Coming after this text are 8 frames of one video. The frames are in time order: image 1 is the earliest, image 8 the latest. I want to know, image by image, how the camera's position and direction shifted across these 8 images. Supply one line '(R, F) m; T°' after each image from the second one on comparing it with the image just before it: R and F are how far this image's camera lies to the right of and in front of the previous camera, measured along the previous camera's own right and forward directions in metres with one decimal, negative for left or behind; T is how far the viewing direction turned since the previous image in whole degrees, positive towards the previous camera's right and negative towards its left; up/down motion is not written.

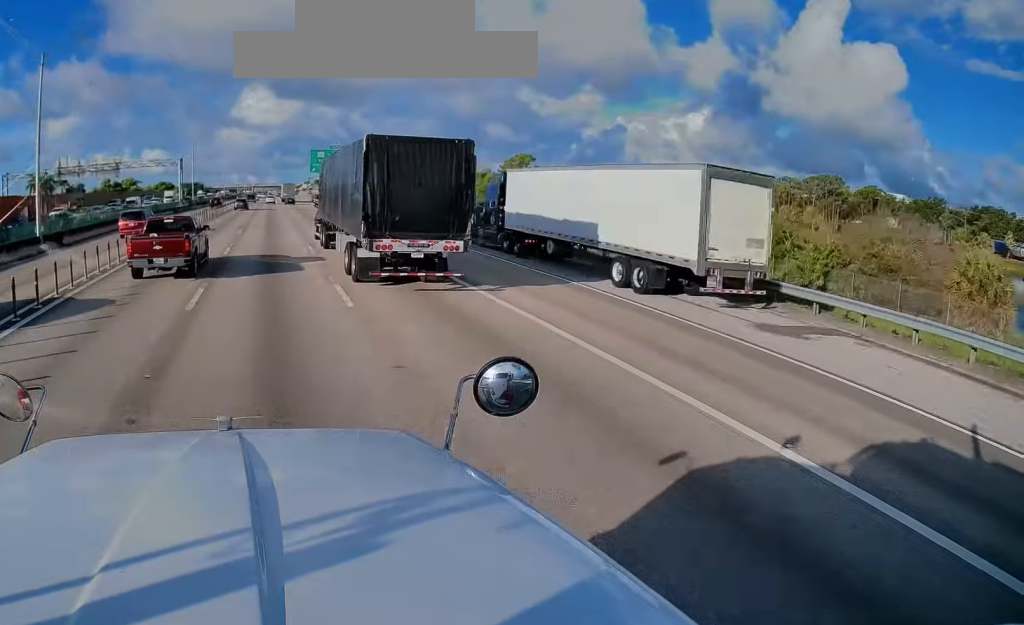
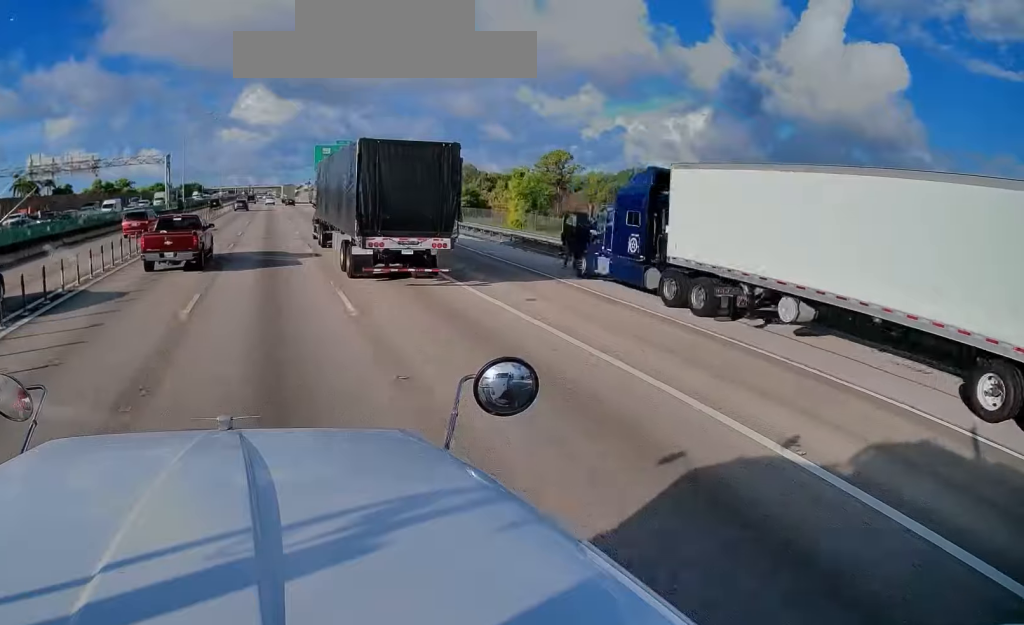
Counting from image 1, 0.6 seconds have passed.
(+0.1, +13.9) m; 0°
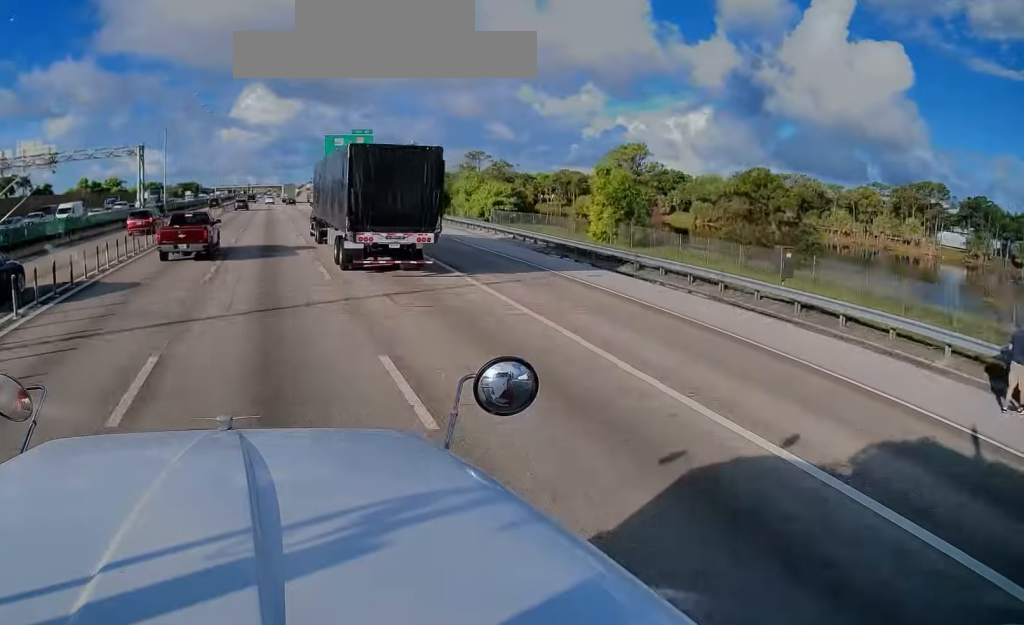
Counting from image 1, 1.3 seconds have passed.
(+0.2, +18.0) m; 0°
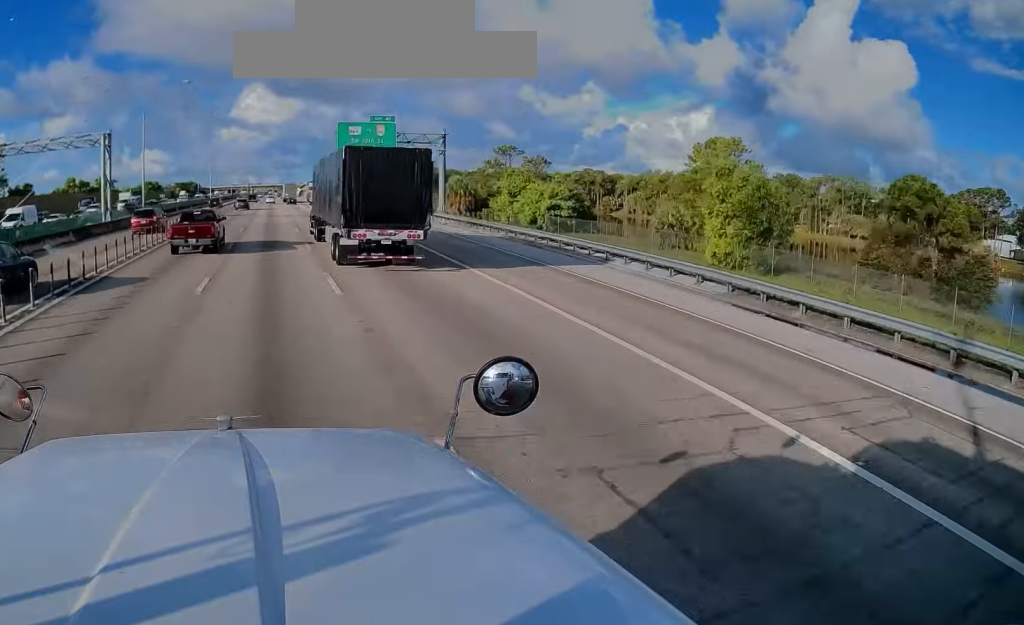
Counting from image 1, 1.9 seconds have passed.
(-0.2, +15.6) m; 0°
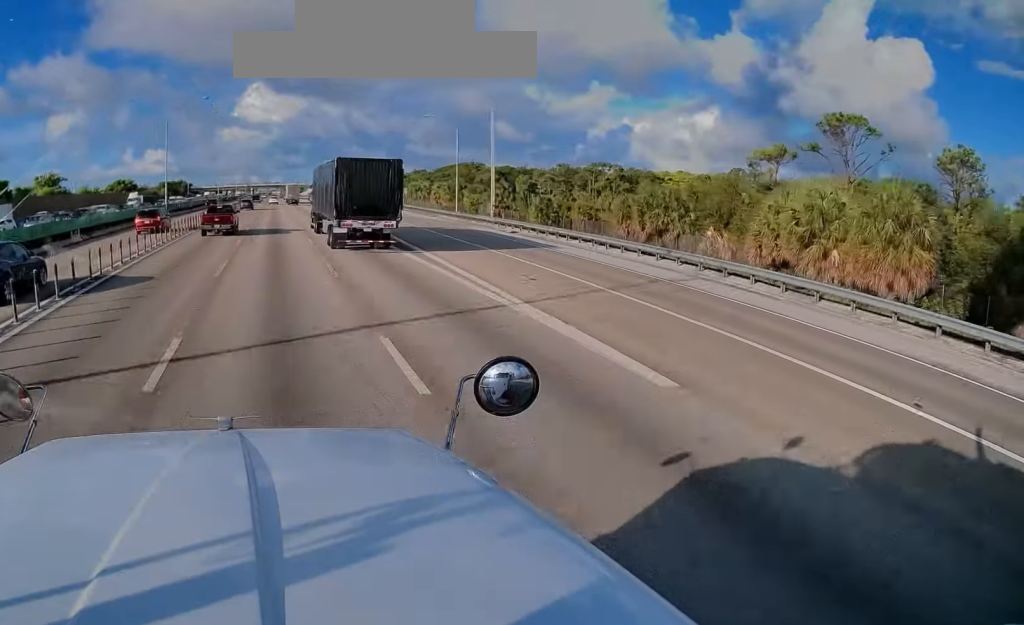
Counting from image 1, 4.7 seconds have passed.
(-0.7, +67.9) m; 0°
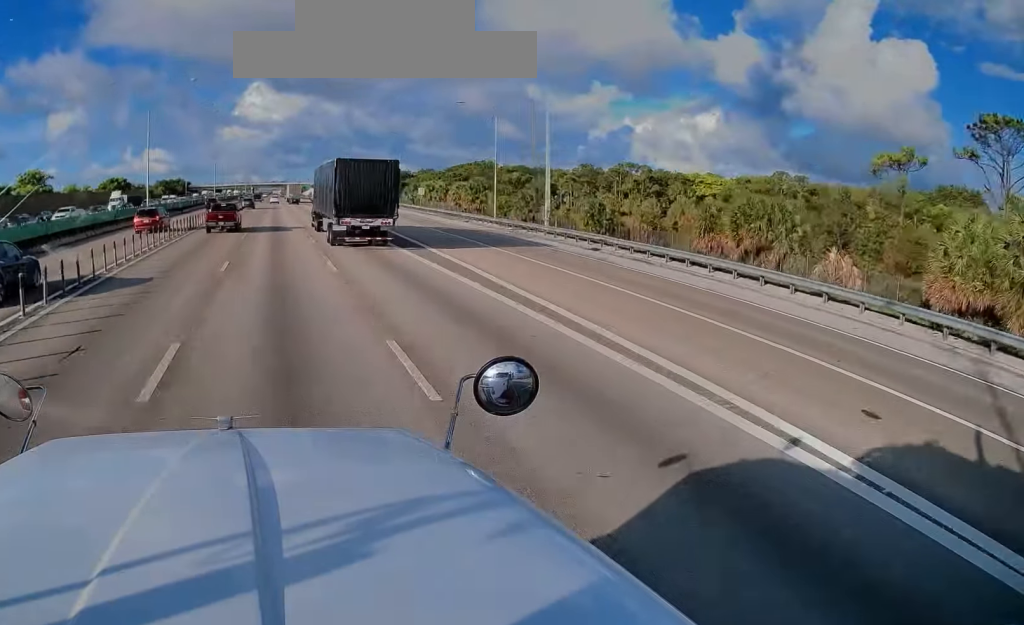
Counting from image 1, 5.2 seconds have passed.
(+0.2, +13.0) m; +1°
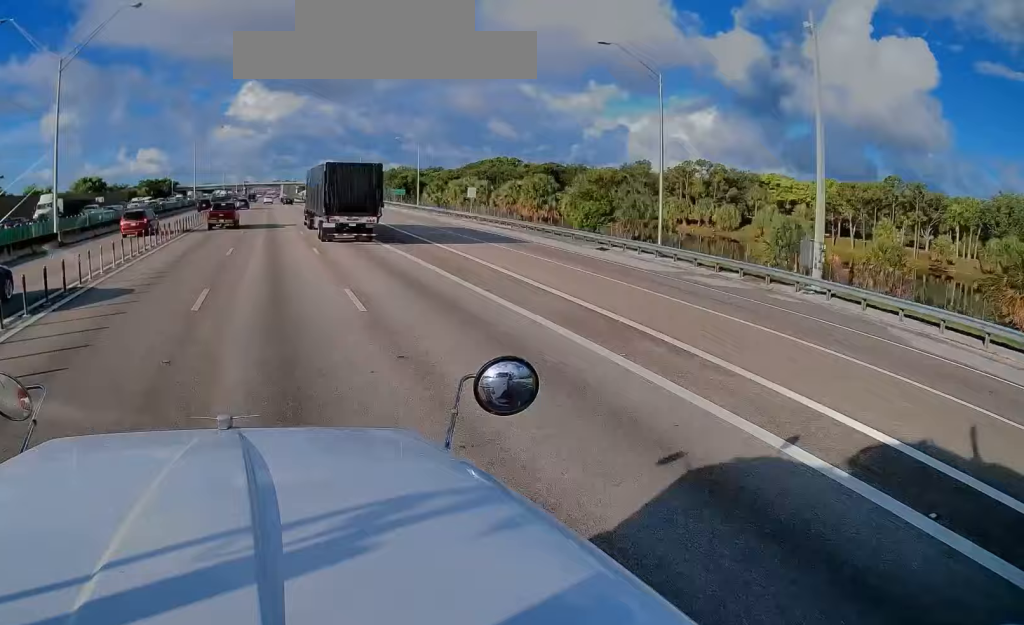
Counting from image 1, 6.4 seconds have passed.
(-0.1, +28.7) m; -1°
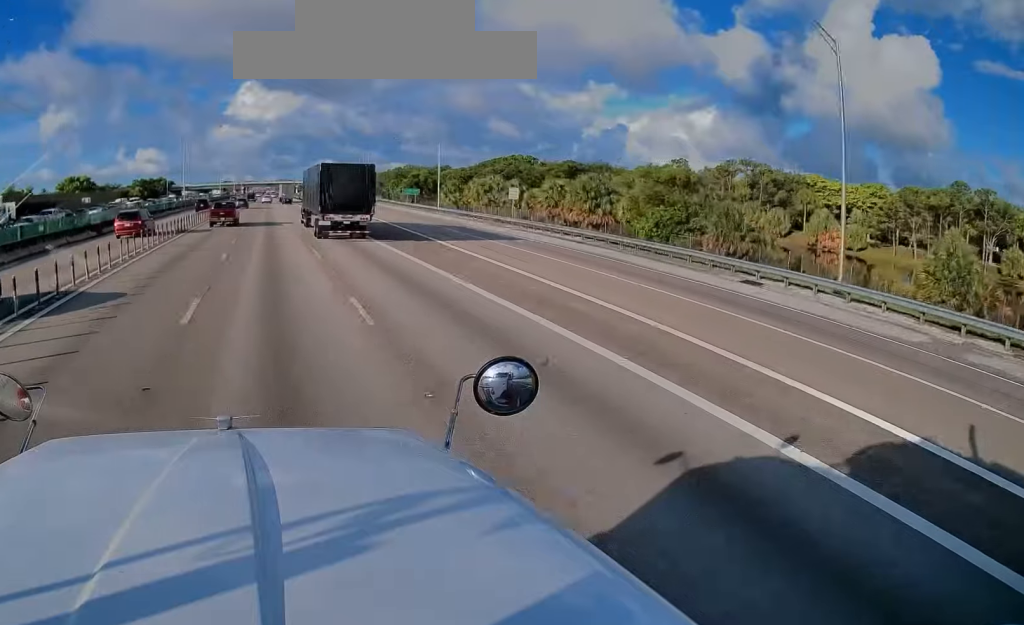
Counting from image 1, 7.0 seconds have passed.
(-0.2, +13.3) m; 0°
